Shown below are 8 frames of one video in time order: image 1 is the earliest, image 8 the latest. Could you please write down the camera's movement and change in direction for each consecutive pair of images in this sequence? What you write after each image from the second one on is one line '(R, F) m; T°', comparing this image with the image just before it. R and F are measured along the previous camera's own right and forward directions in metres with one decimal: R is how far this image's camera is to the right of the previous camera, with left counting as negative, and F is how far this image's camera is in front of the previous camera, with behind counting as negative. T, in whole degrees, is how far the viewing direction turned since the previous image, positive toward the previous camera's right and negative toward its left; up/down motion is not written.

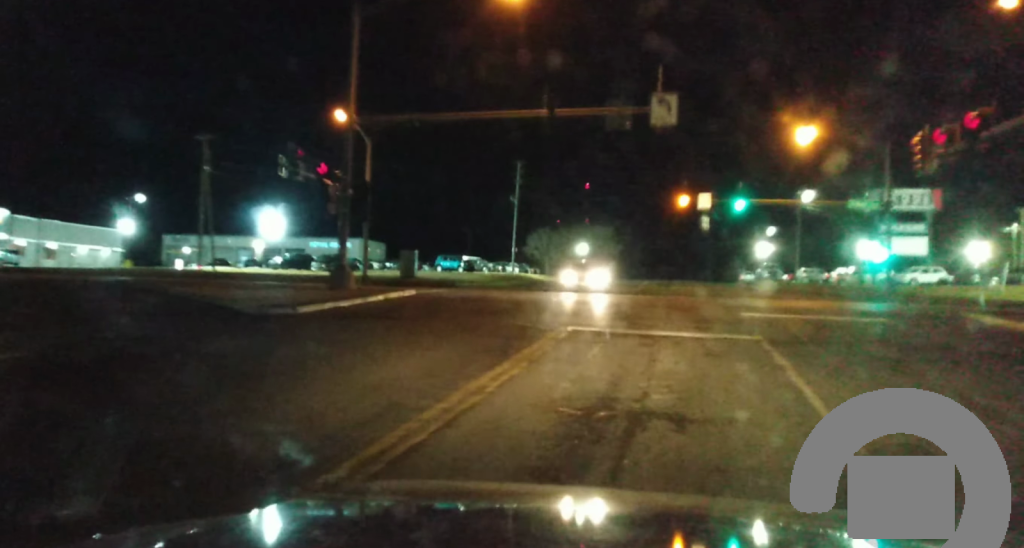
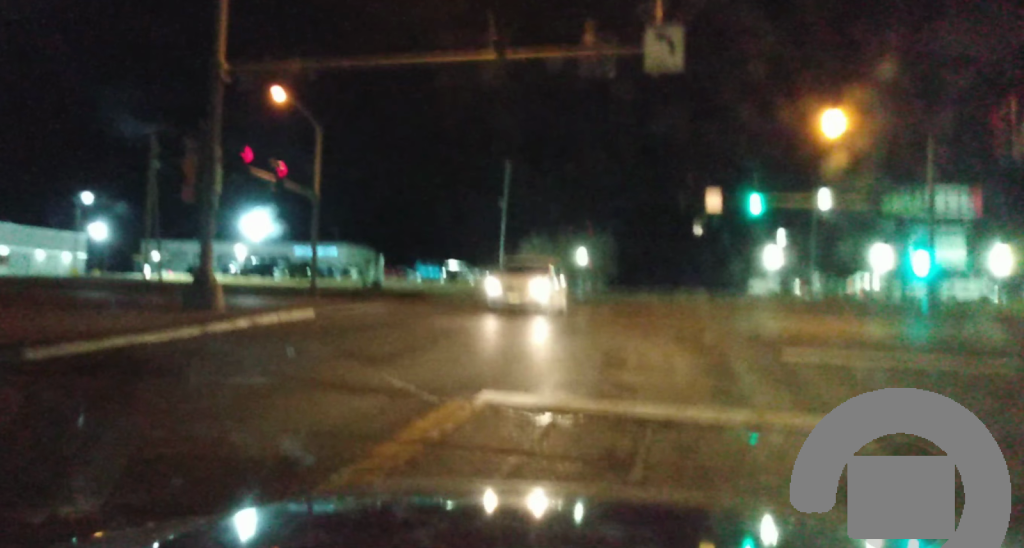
(+0.4, +10.2) m; +8°
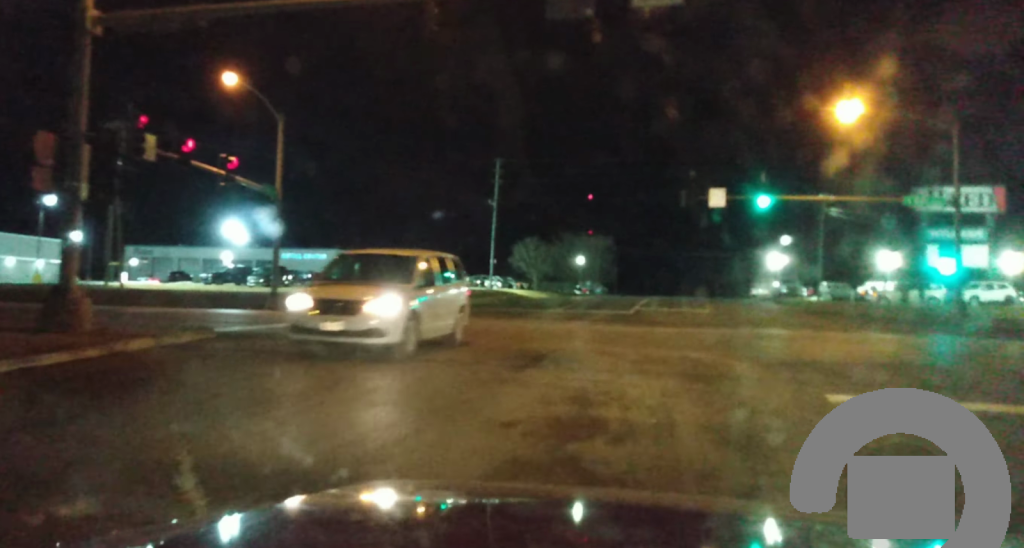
(+0.2, +5.4) m; -7°
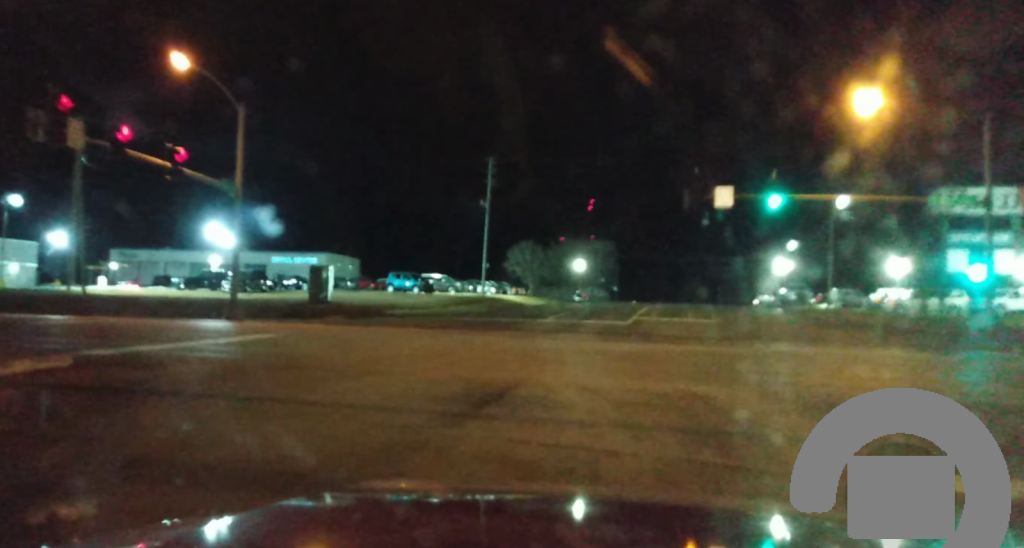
(-0.5, +4.5) m; -3°
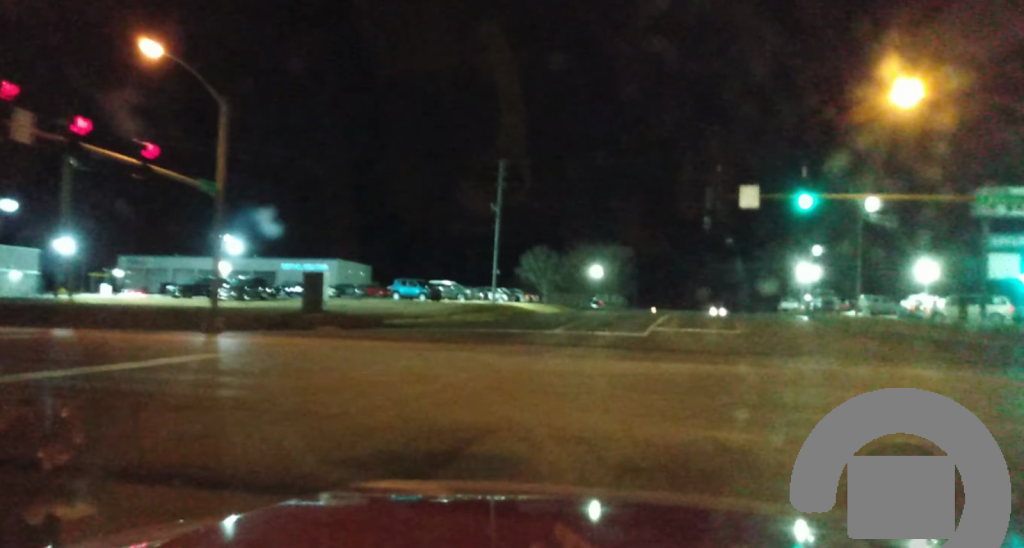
(+0.2, +3.2) m; +2°
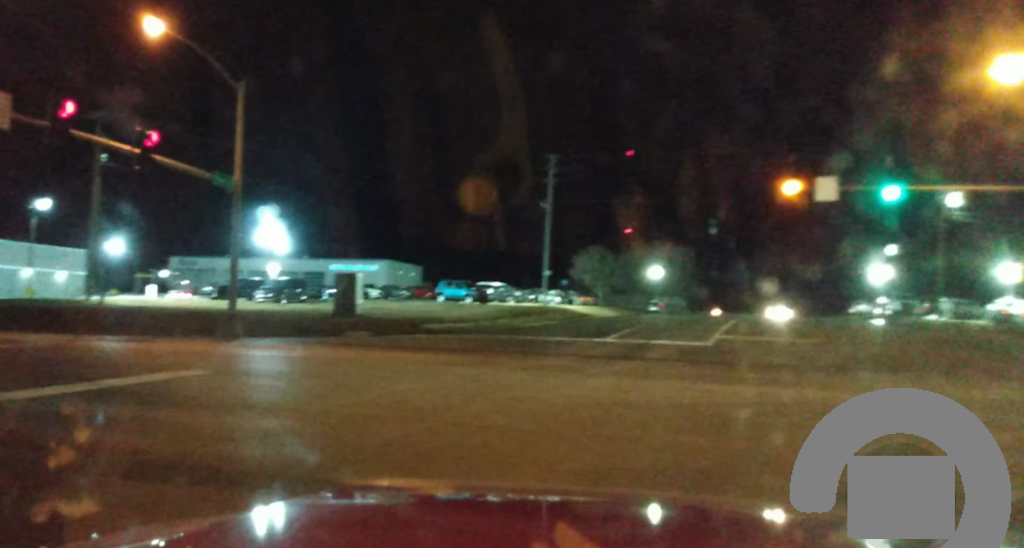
(0.0, +3.1) m; -4°
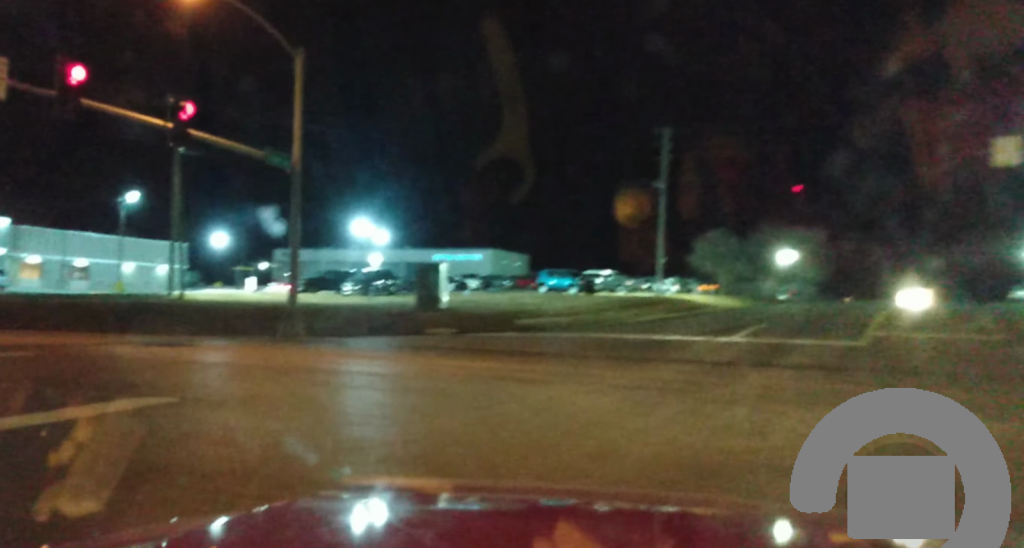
(-0.2, +4.0) m; -9°
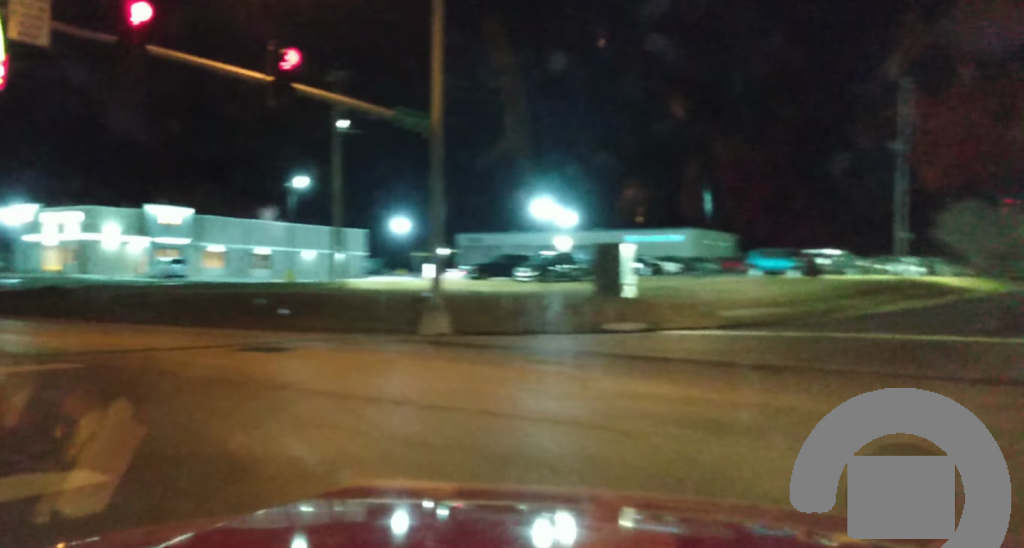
(-0.2, +4.5) m; -13°
